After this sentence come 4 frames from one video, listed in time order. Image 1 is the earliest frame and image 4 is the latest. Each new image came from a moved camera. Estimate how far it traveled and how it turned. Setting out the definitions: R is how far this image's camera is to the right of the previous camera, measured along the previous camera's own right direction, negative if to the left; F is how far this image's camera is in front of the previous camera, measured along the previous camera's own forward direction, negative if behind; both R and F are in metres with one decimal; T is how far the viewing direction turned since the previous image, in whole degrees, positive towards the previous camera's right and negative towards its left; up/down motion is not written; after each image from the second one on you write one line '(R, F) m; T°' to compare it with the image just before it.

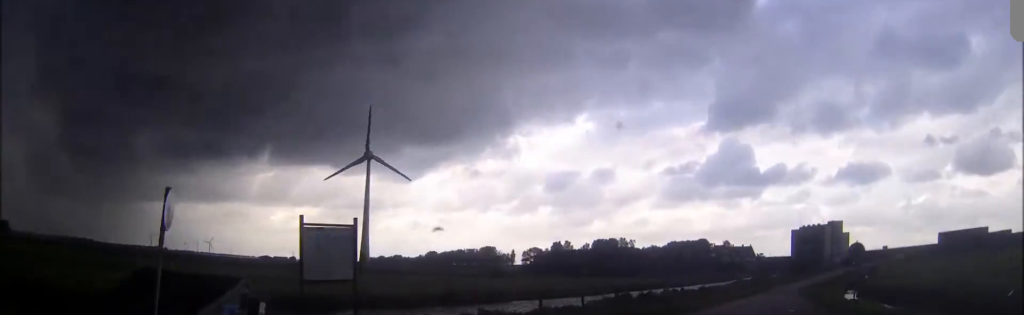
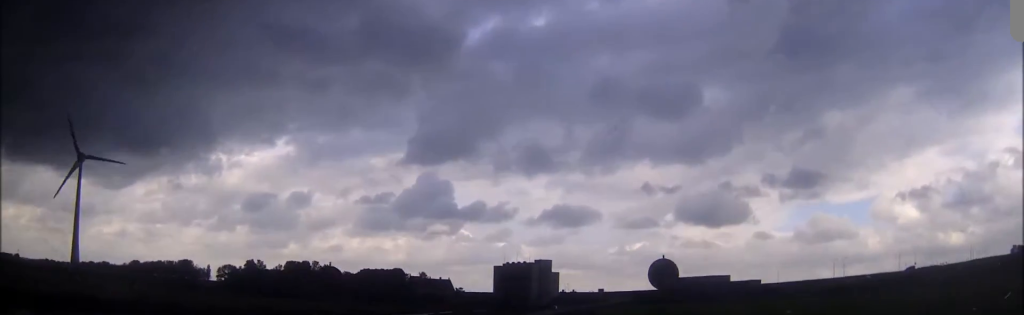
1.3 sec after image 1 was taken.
(+3.3, +12.1) m; +22°
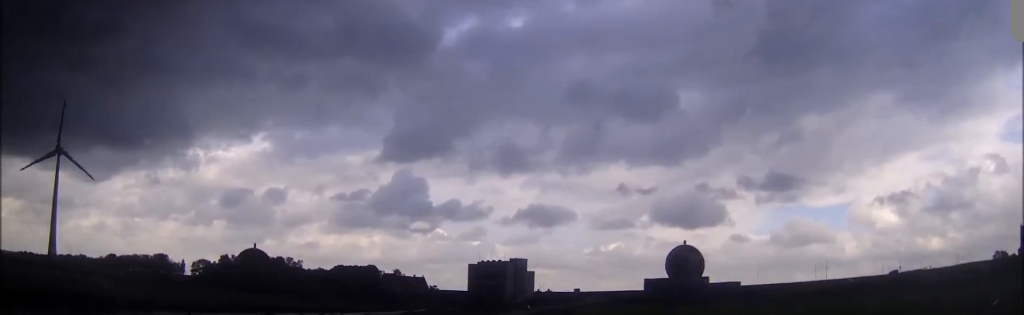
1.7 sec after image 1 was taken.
(+0.2, +3.9) m; +3°
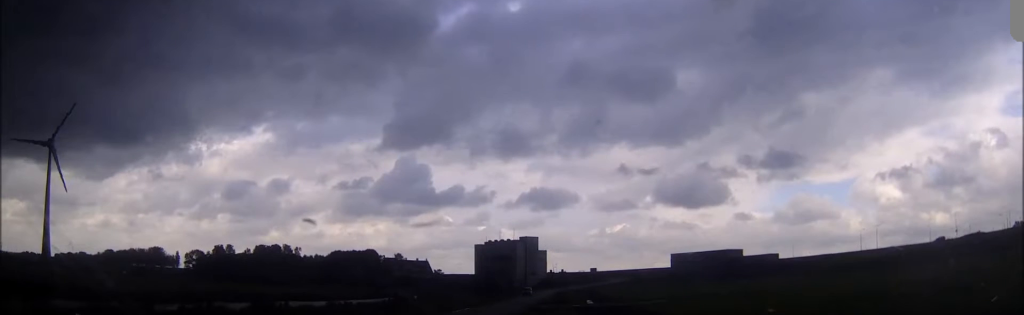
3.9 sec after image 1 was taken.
(+1.1, +26.6) m; +3°
